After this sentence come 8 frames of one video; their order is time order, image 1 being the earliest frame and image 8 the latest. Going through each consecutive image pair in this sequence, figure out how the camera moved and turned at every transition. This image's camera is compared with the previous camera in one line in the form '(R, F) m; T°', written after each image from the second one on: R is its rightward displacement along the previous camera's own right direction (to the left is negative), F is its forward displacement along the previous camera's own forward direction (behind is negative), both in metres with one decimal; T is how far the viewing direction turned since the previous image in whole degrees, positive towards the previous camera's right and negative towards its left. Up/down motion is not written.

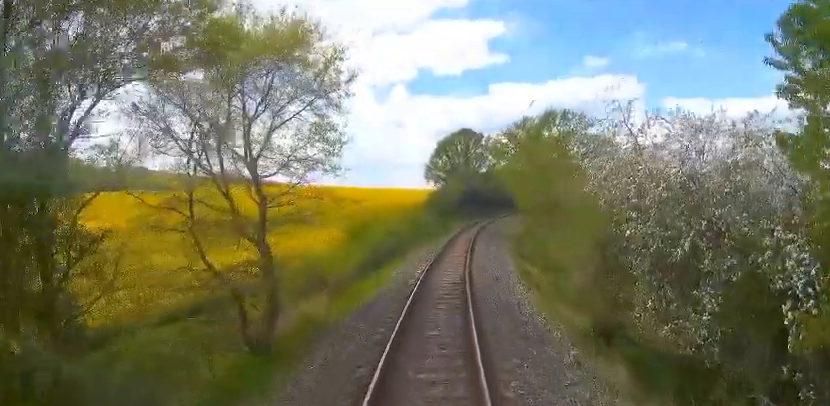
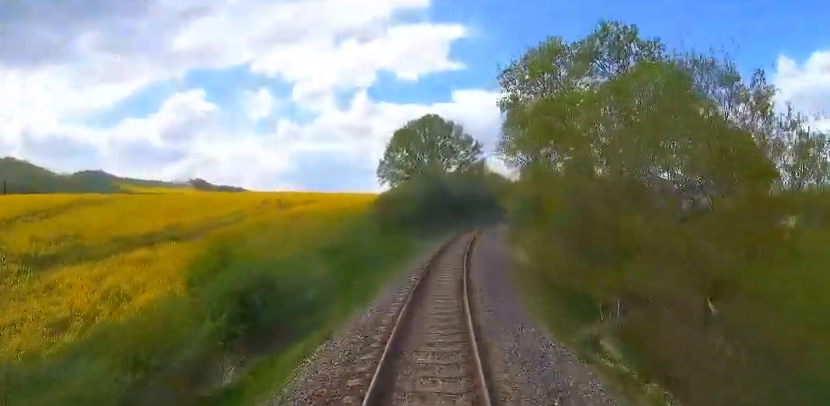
(0.0, +20.3) m; +4°
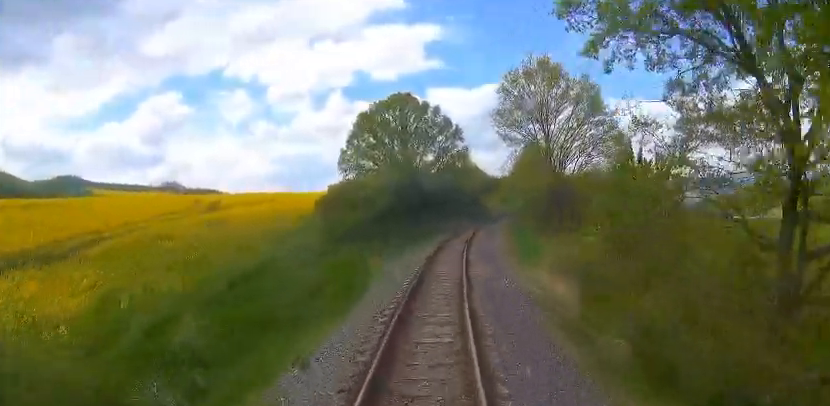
(+1.0, +12.4) m; +6°
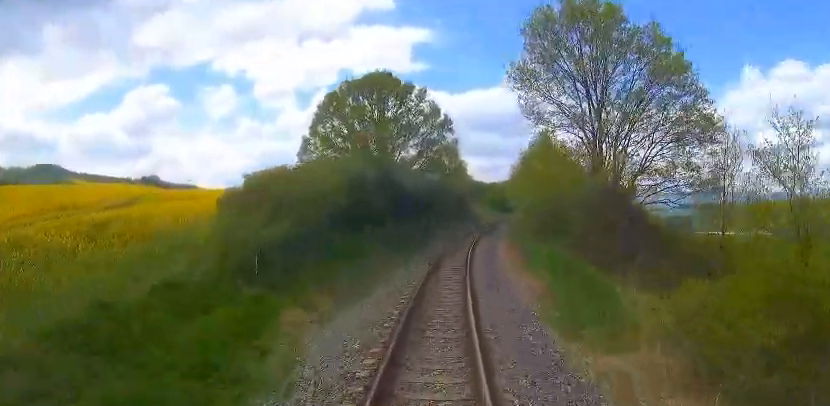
(+0.2, +11.5) m; +1°
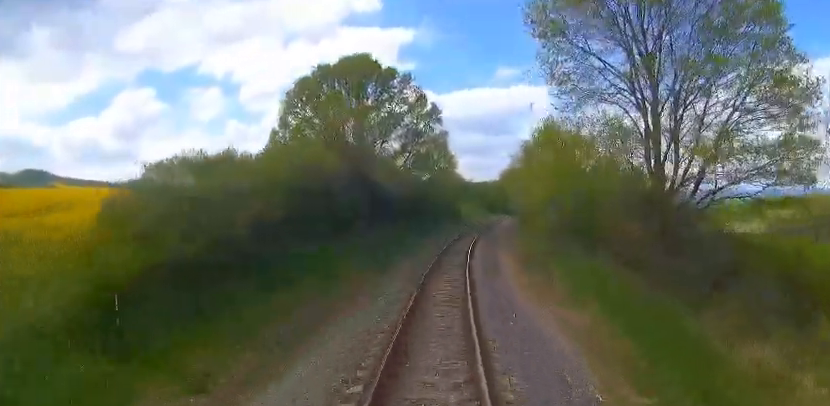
(0.0, +6.1) m; +3°
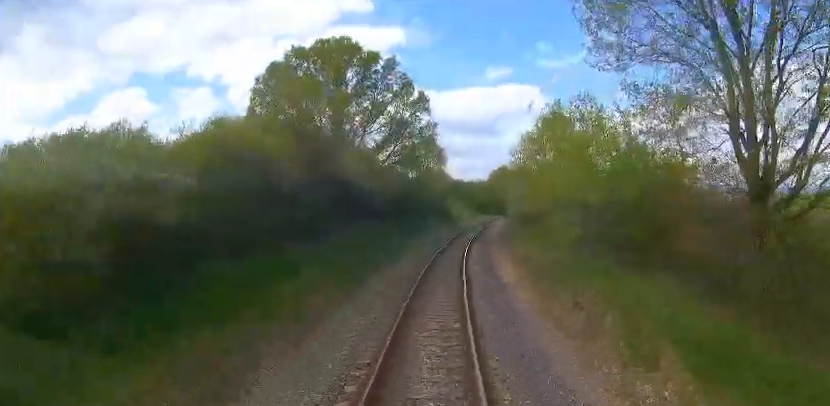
(-0.2, +4.9) m; +2°
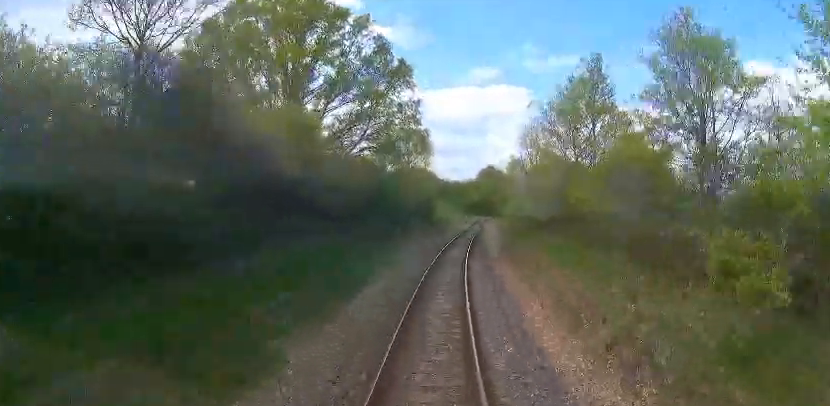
(+0.7, +9.3) m; +2°
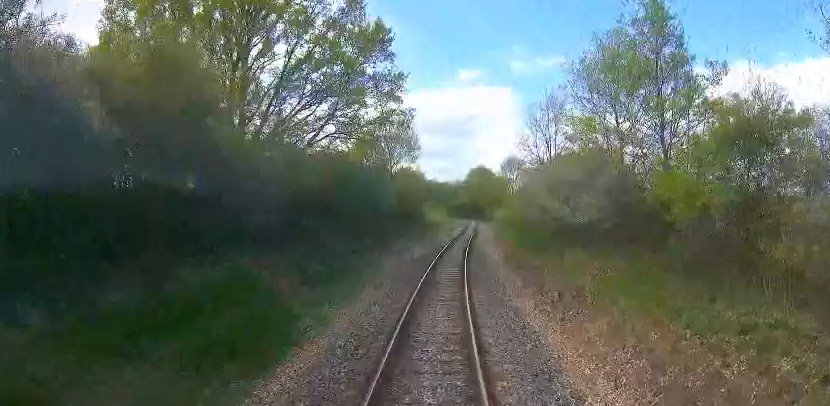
(+0.1, +6.9) m; +1°
